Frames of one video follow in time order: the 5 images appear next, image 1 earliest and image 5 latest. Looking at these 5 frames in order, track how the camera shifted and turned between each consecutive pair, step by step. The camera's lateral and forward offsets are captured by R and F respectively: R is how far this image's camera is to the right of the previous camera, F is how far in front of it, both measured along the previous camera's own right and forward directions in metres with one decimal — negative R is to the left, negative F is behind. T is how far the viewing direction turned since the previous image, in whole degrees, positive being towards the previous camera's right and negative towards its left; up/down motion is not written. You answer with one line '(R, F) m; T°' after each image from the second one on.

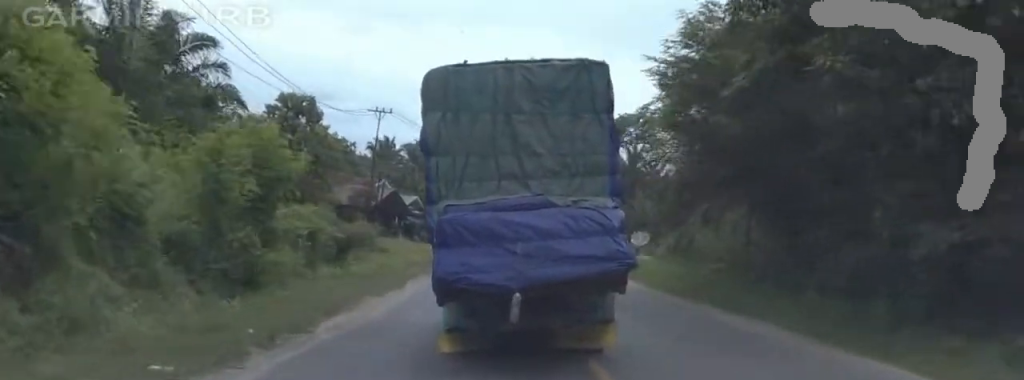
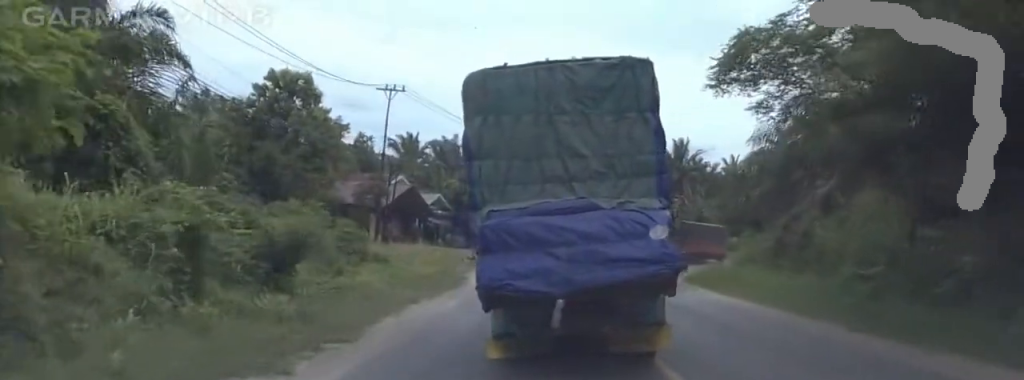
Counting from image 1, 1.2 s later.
(-0.4, +12.1) m; 0°
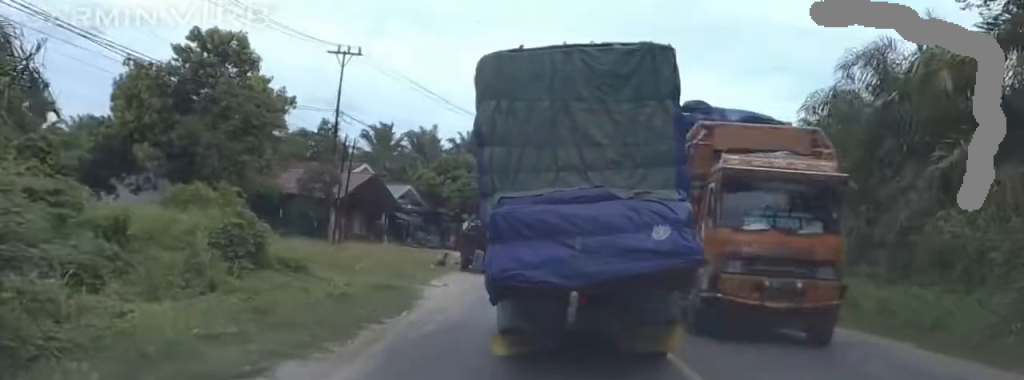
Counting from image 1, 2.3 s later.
(+0.7, +10.3) m; -1°
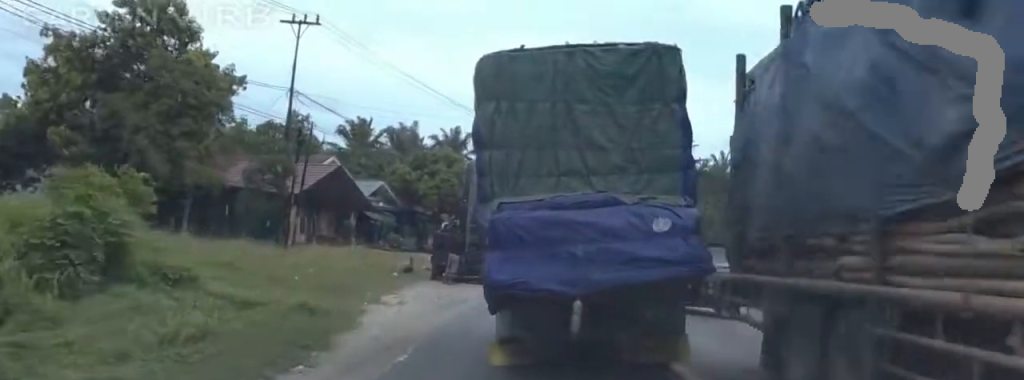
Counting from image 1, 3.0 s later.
(-0.6, +6.4) m; -4°
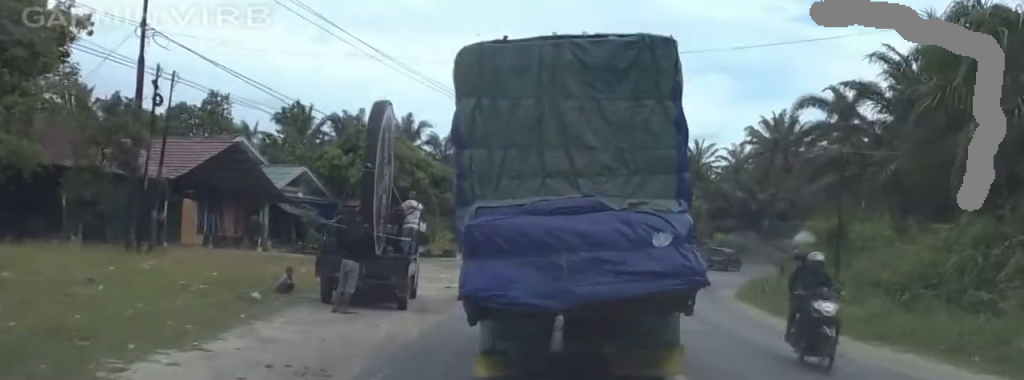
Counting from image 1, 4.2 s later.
(-0.5, +11.4) m; -1°
